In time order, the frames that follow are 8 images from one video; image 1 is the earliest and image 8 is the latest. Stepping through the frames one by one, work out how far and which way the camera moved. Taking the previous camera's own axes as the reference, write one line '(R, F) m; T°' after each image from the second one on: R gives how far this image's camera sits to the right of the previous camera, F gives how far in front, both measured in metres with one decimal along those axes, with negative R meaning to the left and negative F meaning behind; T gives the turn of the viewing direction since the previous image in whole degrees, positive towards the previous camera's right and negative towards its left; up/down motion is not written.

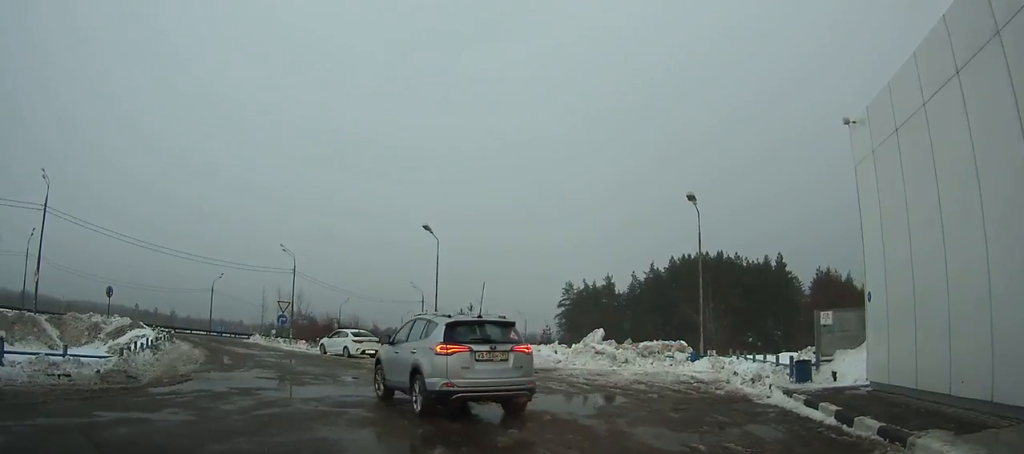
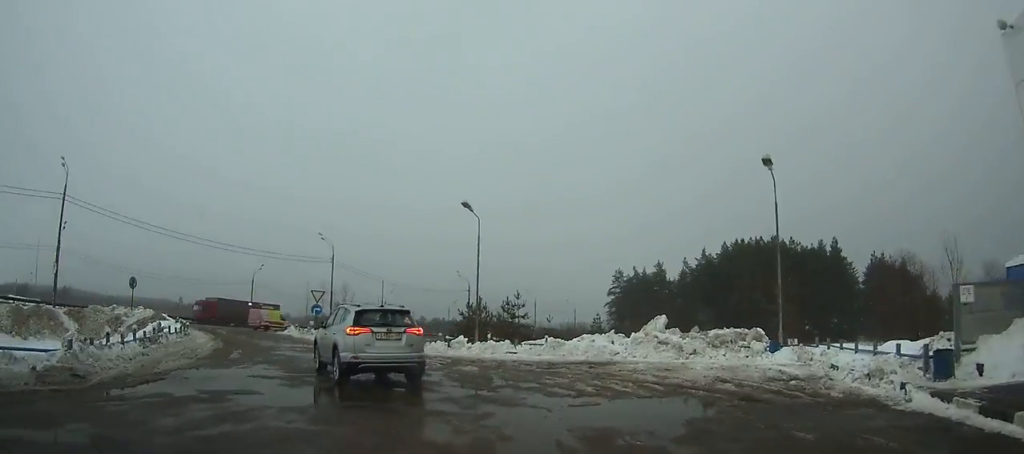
(-0.2, +3.4) m; -8°
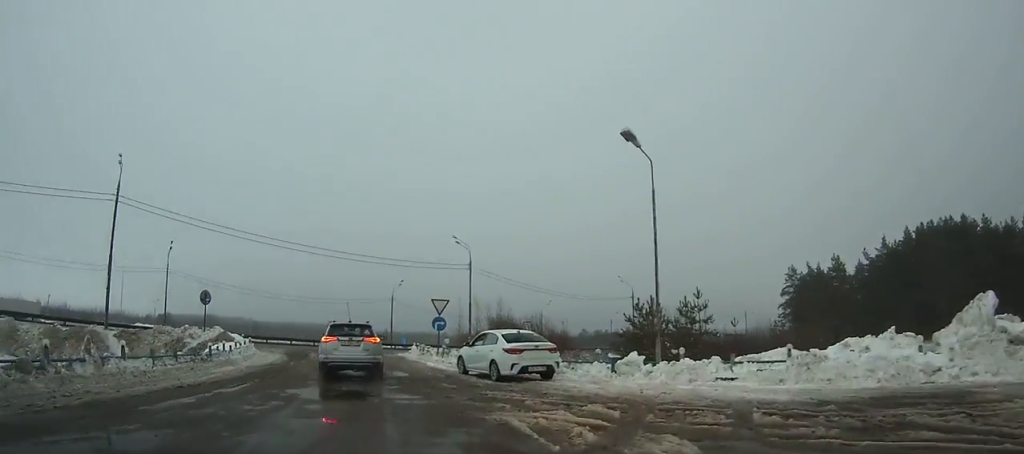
(-1.0, +8.2) m; -13°
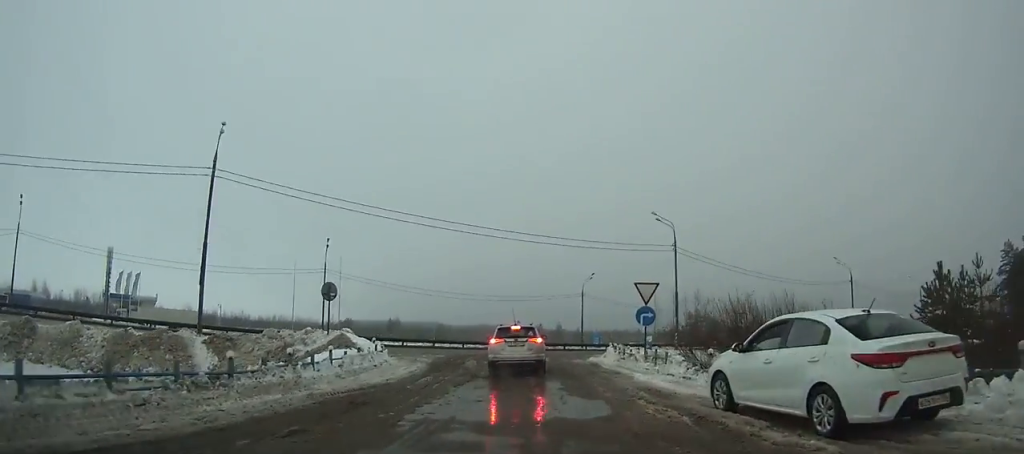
(-0.5, +7.3) m; -6°
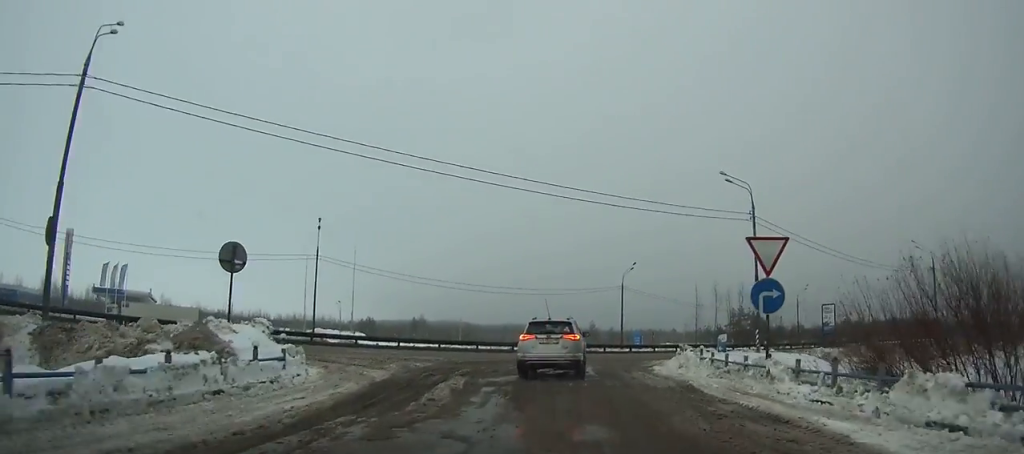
(-0.5, +8.7) m; -3°
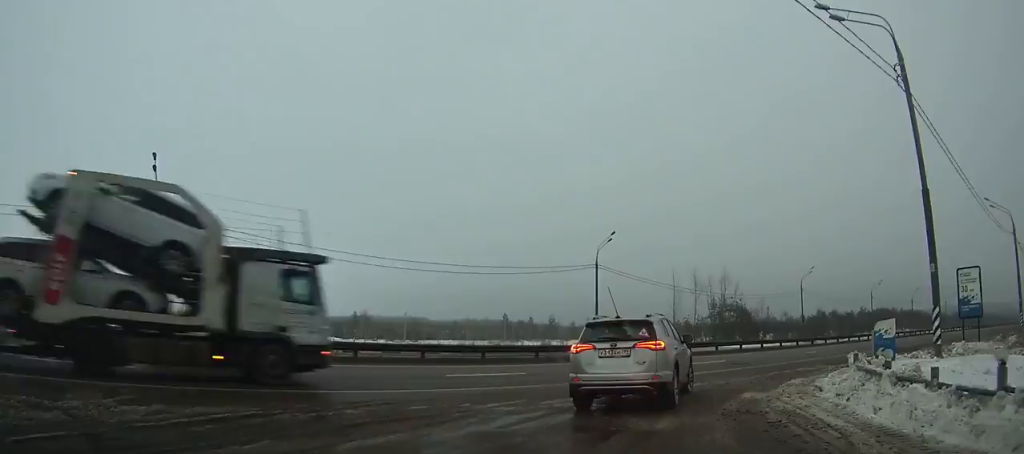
(+0.5, +18.6) m; +9°
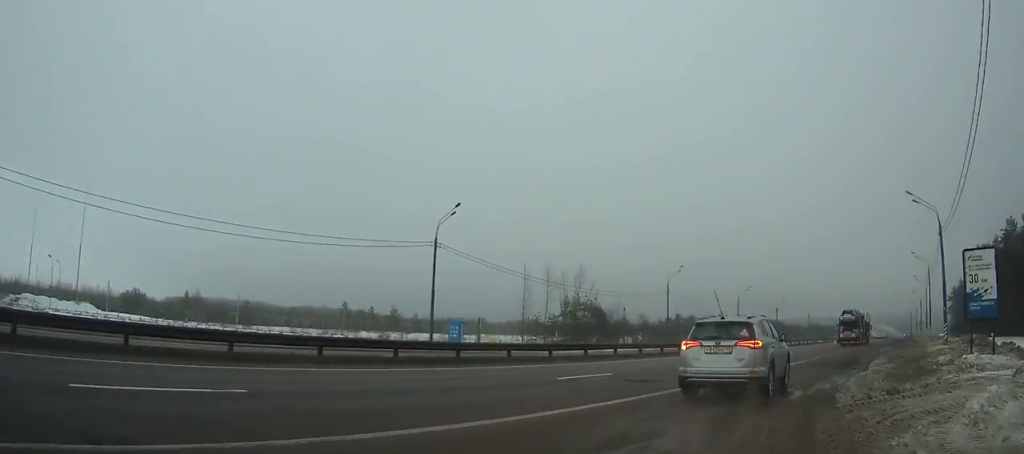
(+3.3, +15.4) m; +25°
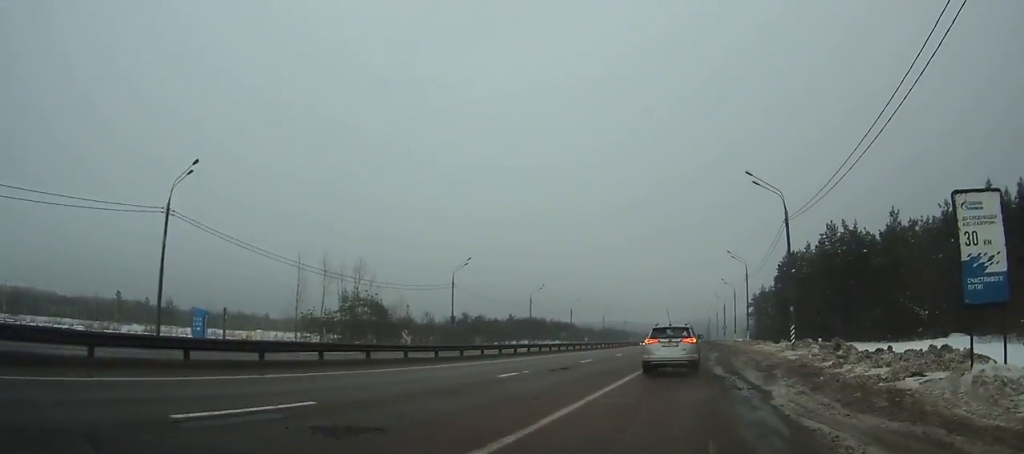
(+1.3, +11.4) m; +12°
